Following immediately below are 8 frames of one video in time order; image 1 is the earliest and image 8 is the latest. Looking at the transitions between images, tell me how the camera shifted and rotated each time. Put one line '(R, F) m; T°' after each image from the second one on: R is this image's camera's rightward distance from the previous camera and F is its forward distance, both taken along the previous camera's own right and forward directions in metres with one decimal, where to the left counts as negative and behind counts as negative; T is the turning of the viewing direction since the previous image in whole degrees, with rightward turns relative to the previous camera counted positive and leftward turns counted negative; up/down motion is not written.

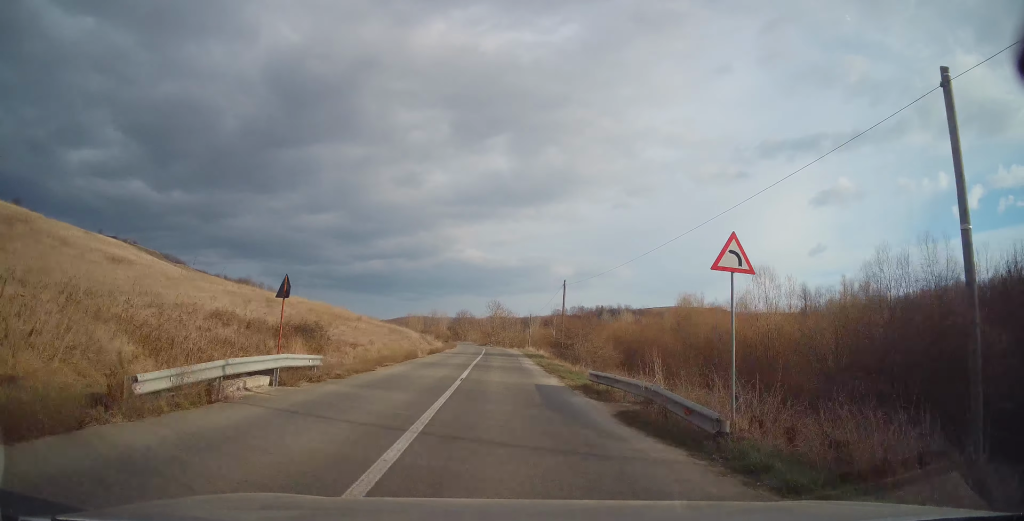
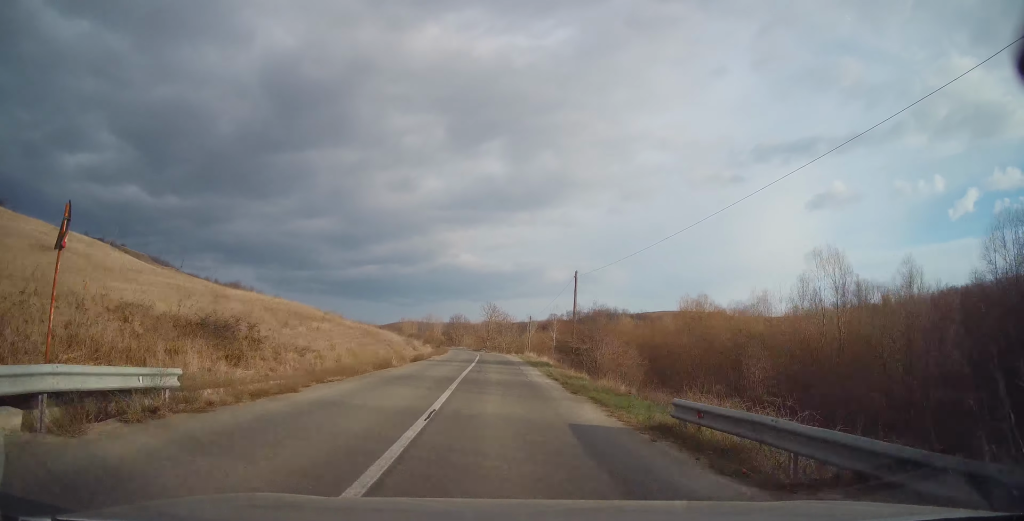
(0.0, +7.4) m; 0°
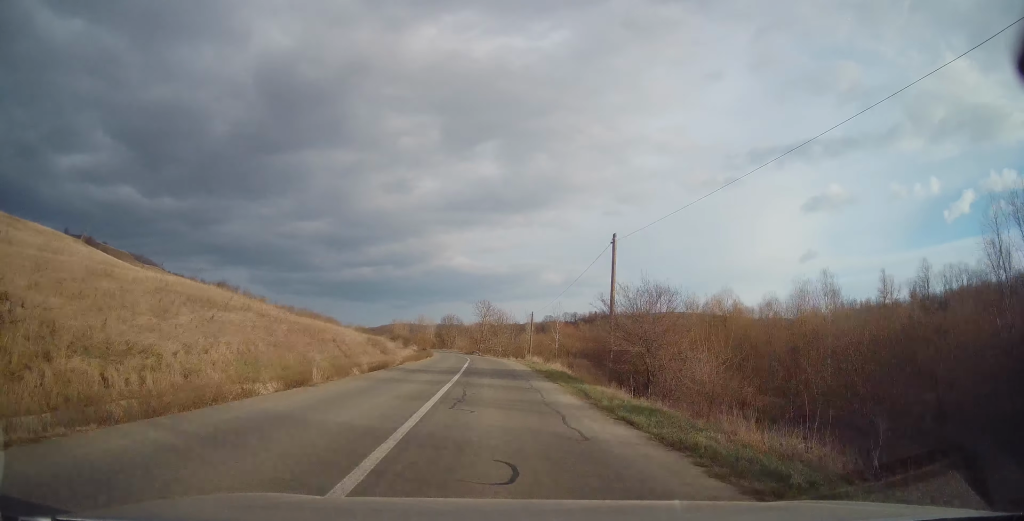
(0.0, +11.6) m; +2°
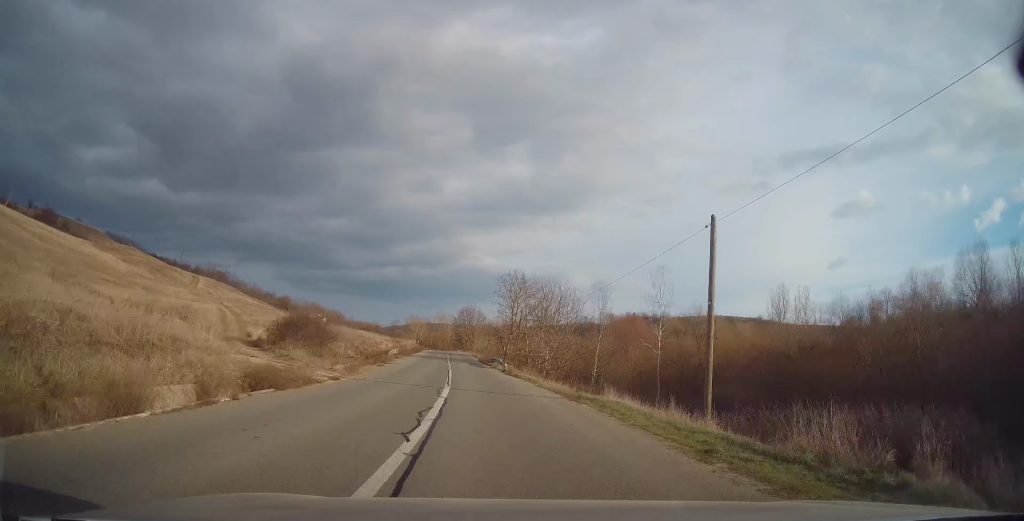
(-0.9, +43.5) m; -4°
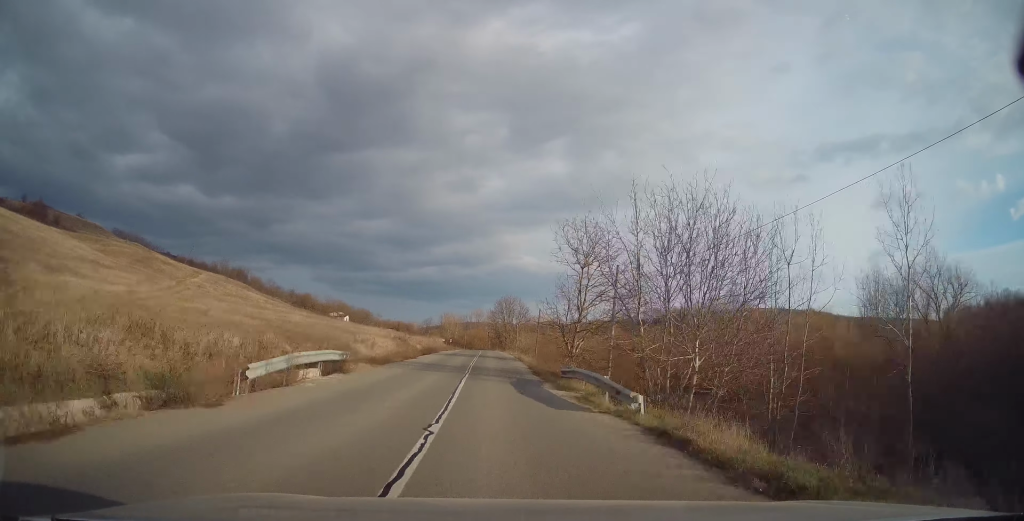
(-0.2, +24.5) m; -3°
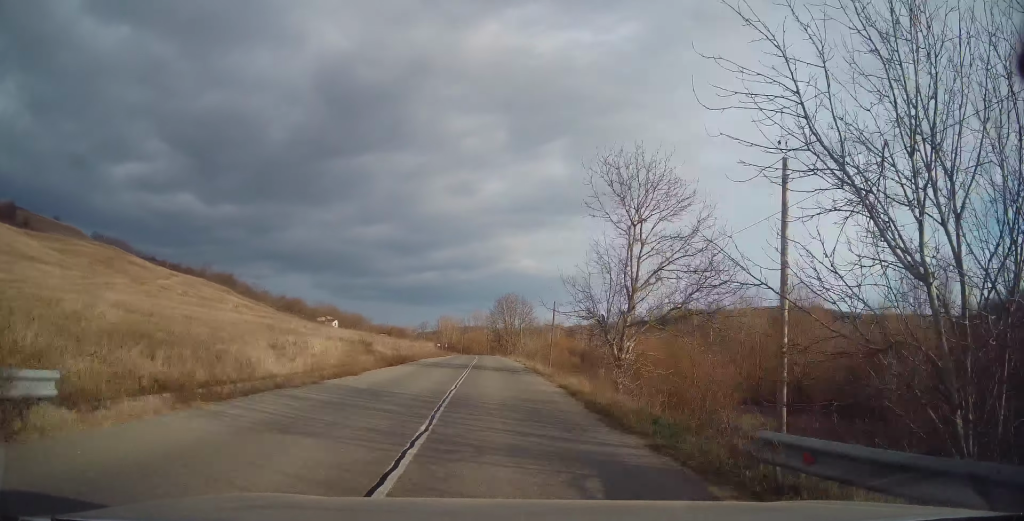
(-0.4, +14.2) m; -1°
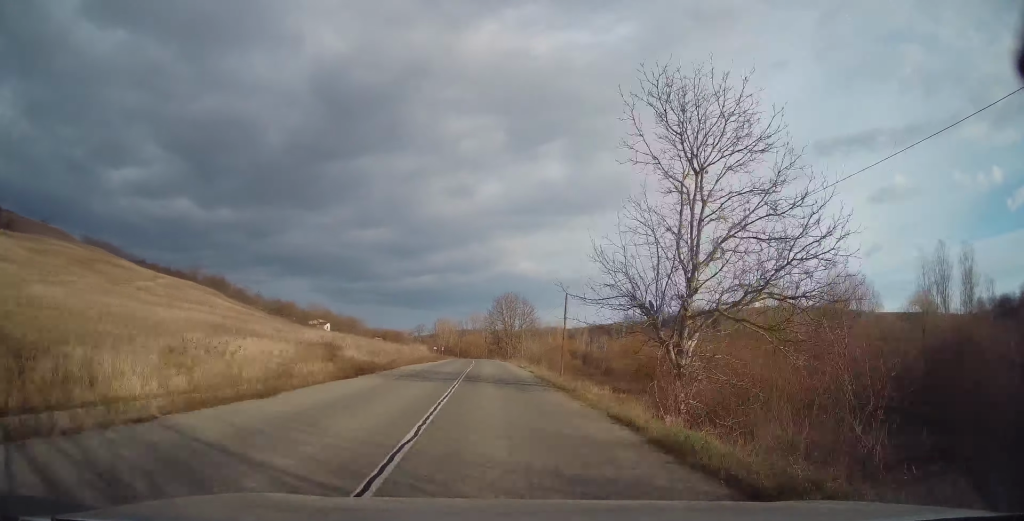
(-0.2, +7.6) m; 0°
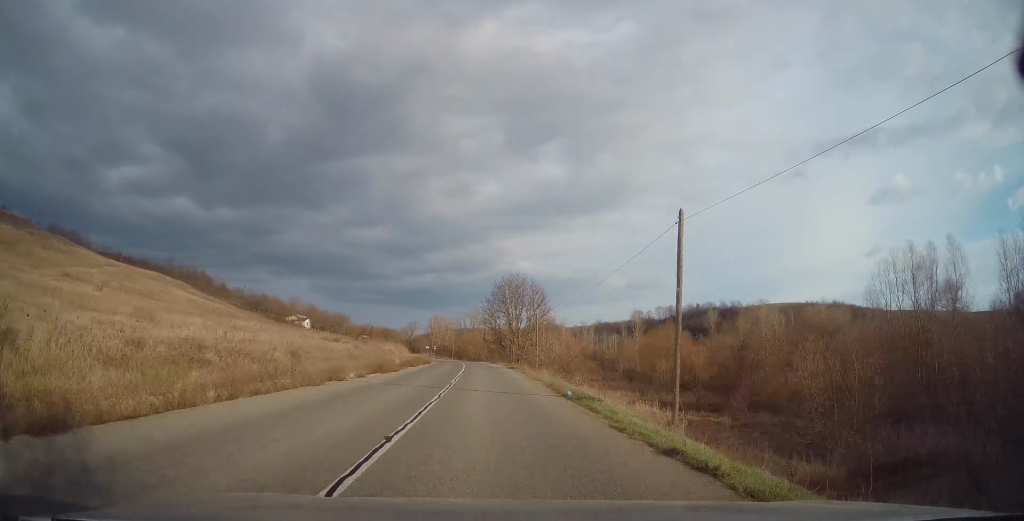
(+0.6, +22.2) m; +1°
